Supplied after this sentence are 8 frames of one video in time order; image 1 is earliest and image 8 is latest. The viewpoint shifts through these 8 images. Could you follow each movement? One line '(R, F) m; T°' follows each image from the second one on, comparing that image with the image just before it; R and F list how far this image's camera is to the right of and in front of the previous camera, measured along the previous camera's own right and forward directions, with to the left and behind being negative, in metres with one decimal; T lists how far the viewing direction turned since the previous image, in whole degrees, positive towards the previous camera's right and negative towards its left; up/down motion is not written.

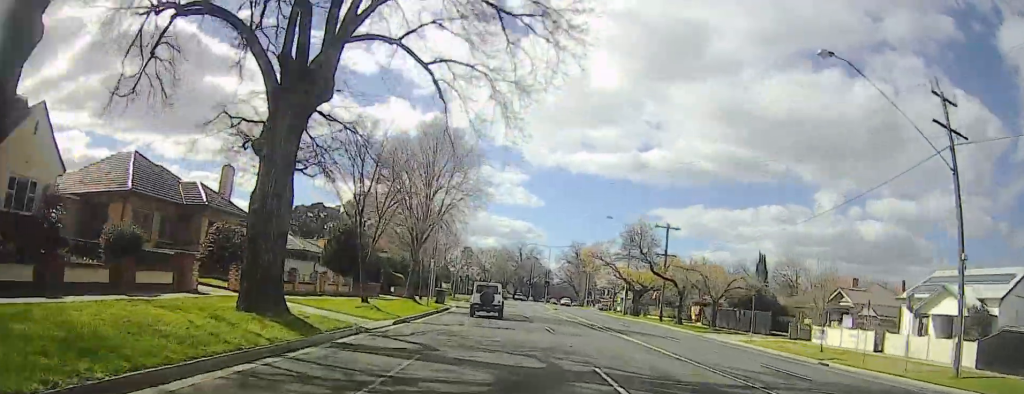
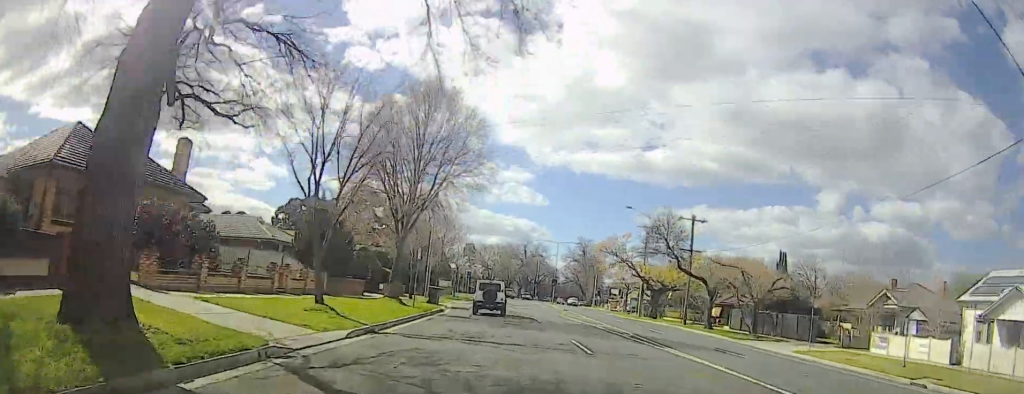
(0.0, +6.7) m; 0°
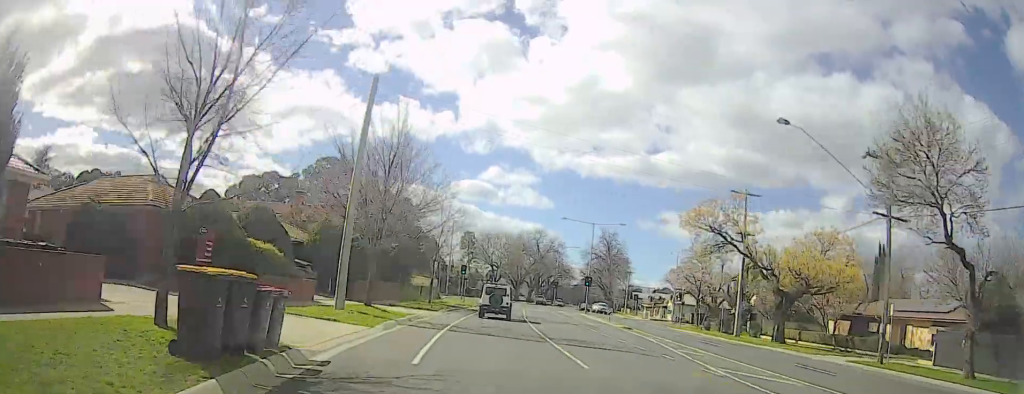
(+0.2, +27.7) m; 0°
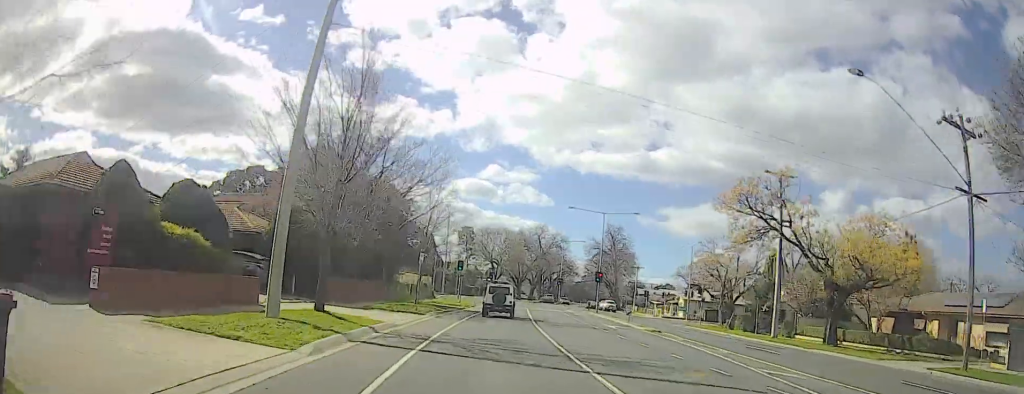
(0.0, +6.2) m; 0°
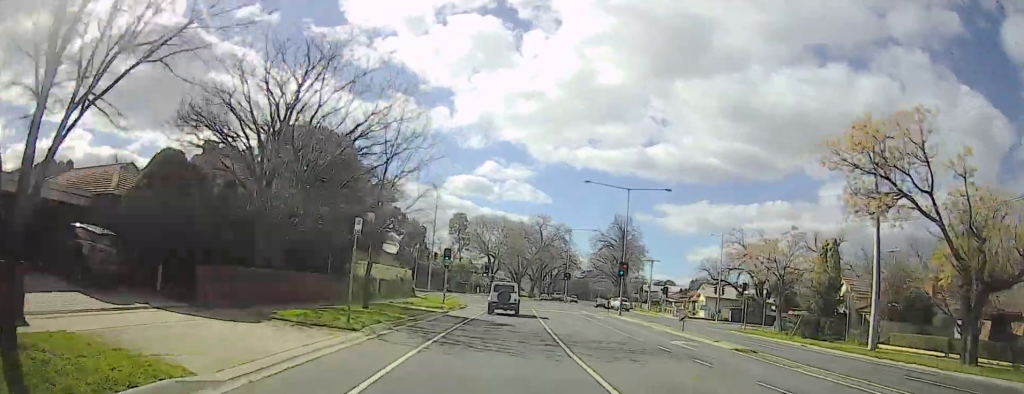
(0.0, +11.4) m; 0°
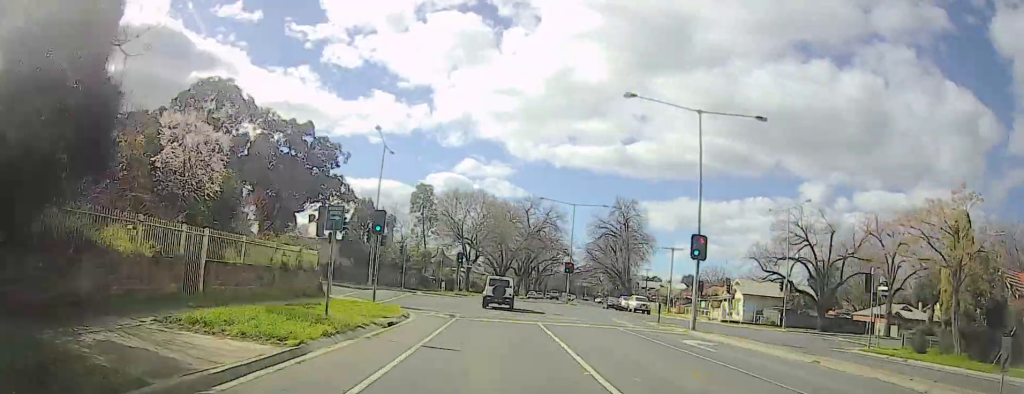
(+0.1, +19.2) m; +2°
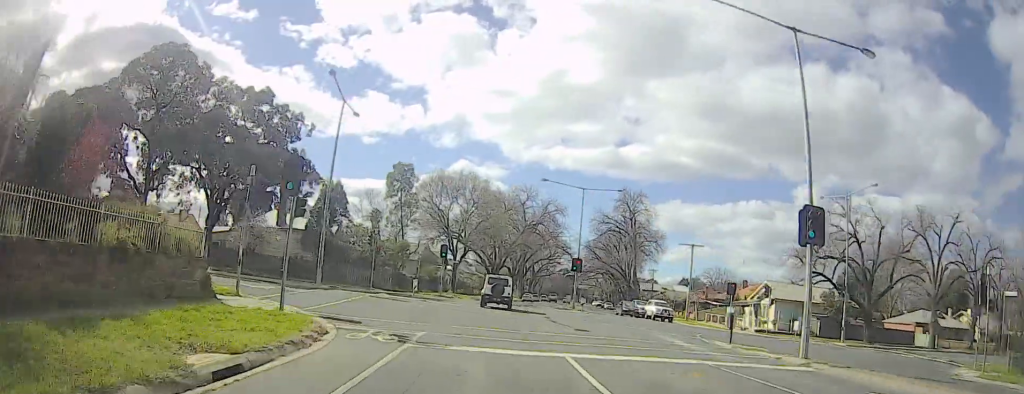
(+0.1, +9.6) m; +1°
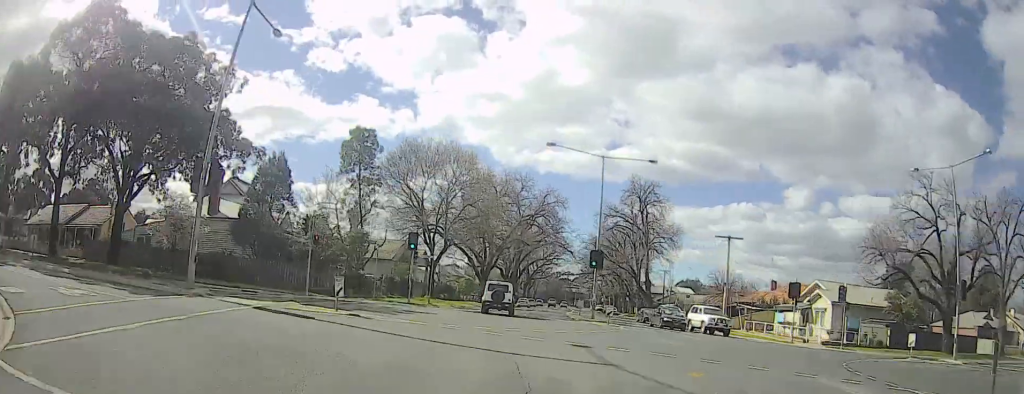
(0.0, +11.9) m; +2°
